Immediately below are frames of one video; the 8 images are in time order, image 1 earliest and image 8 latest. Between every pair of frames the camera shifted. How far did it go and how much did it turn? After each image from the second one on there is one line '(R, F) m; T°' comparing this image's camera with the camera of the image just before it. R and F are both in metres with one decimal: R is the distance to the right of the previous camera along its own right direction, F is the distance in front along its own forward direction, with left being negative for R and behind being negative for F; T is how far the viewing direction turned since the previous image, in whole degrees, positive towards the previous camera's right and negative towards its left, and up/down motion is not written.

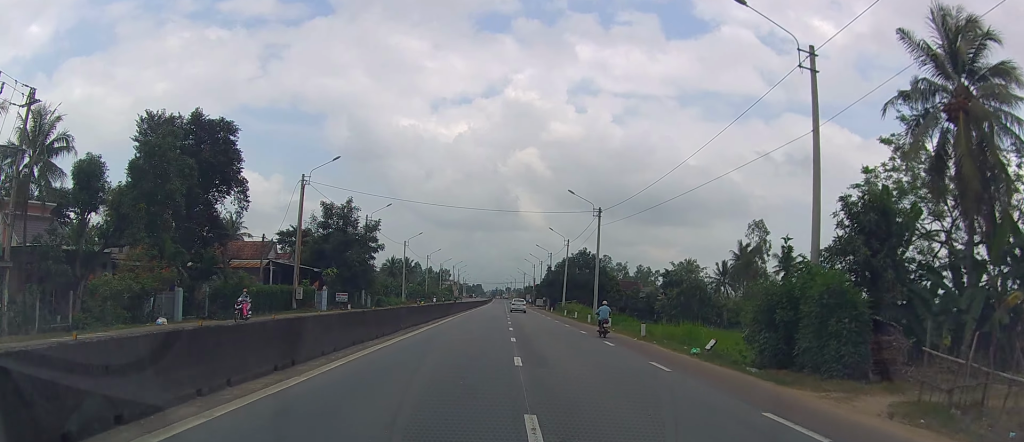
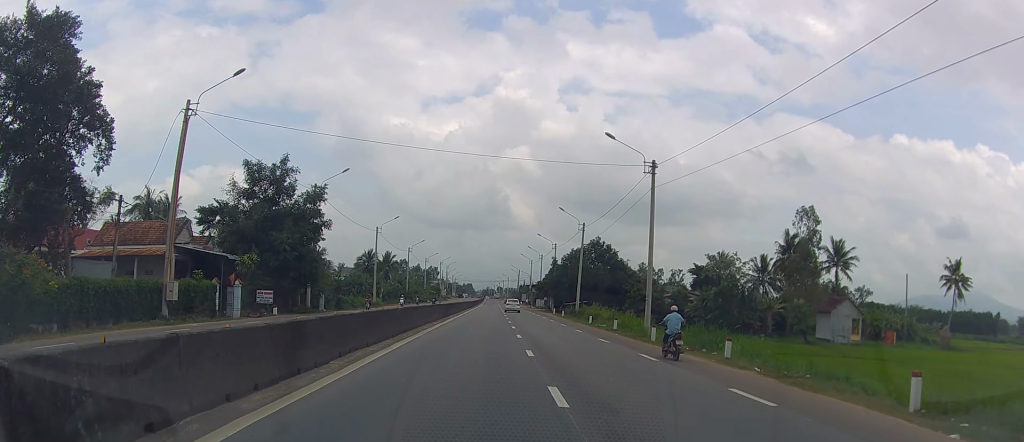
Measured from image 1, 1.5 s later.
(0.0, +21.7) m; 0°
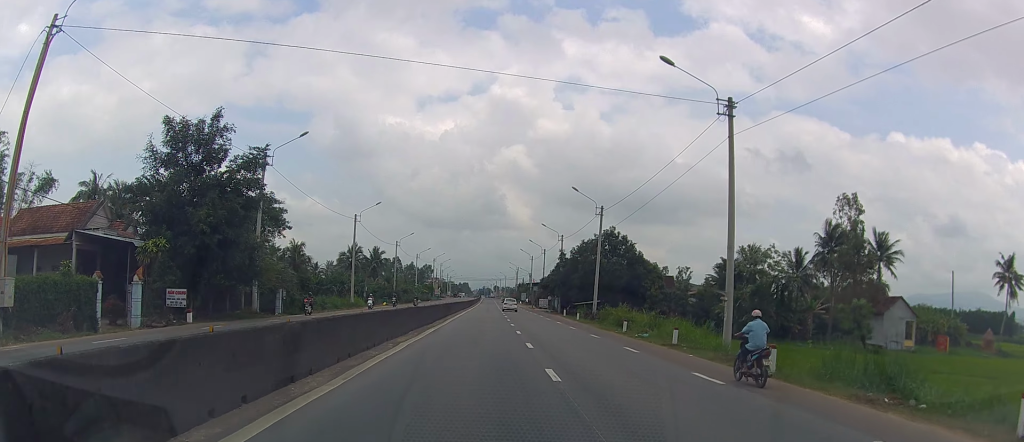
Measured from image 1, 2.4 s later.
(0.0, +13.8) m; 0°
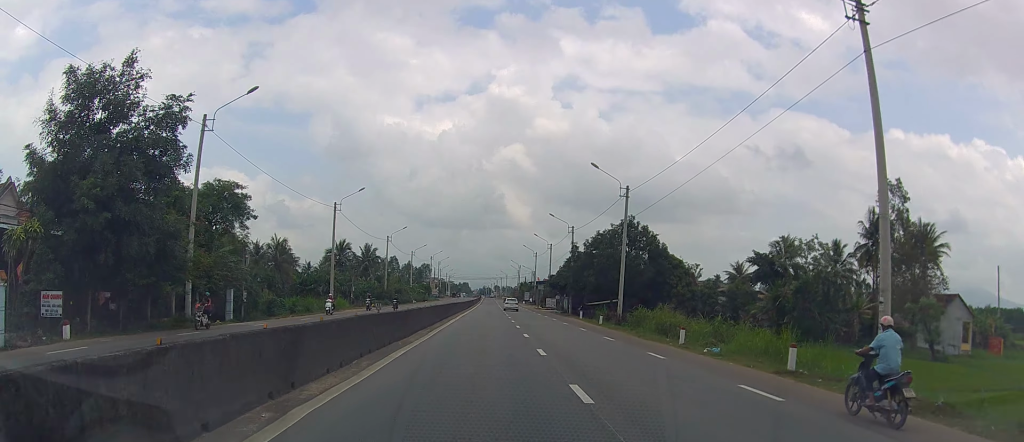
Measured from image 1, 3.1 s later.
(0.0, +10.8) m; 0°
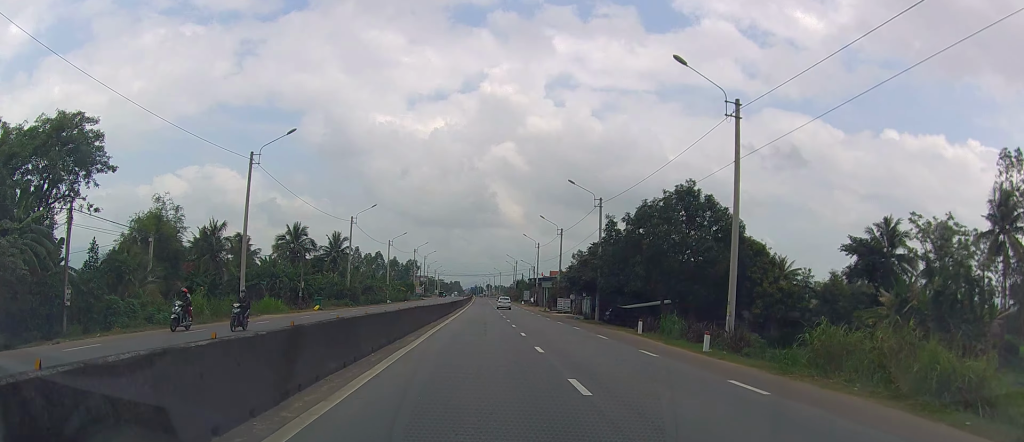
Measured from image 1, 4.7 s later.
(0.0, +23.5) m; 0°
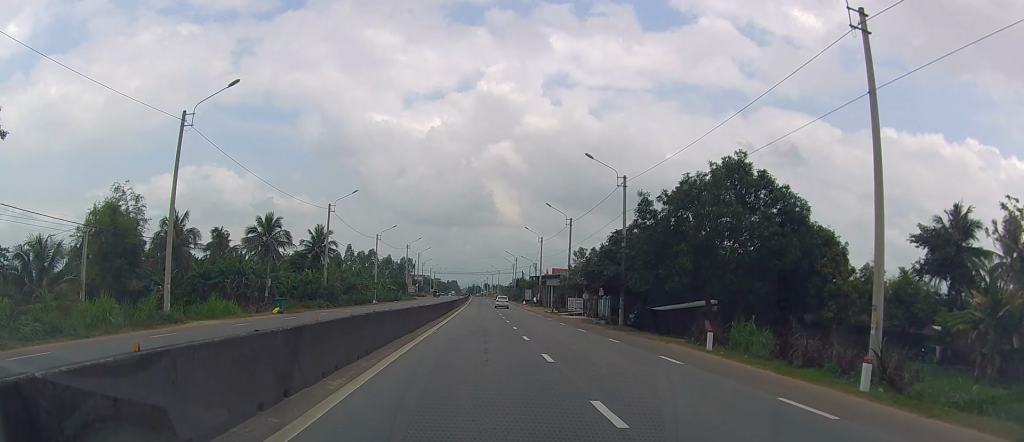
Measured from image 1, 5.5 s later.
(0.0, +10.7) m; 0°
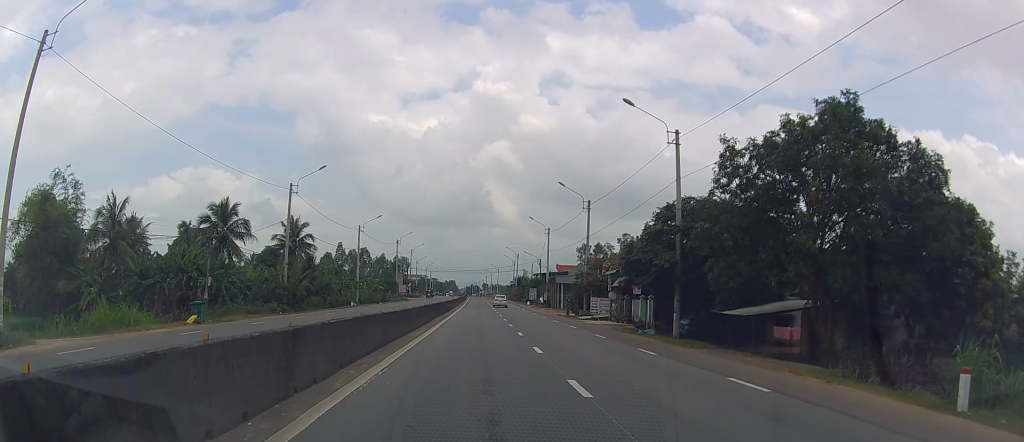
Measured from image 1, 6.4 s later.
(0.0, +13.6) m; 0°
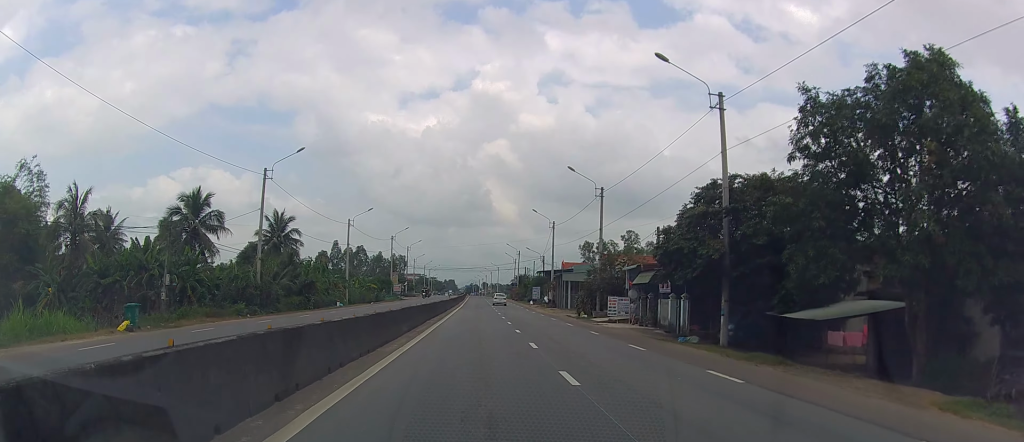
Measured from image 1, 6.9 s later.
(0.0, +6.8) m; 0°
